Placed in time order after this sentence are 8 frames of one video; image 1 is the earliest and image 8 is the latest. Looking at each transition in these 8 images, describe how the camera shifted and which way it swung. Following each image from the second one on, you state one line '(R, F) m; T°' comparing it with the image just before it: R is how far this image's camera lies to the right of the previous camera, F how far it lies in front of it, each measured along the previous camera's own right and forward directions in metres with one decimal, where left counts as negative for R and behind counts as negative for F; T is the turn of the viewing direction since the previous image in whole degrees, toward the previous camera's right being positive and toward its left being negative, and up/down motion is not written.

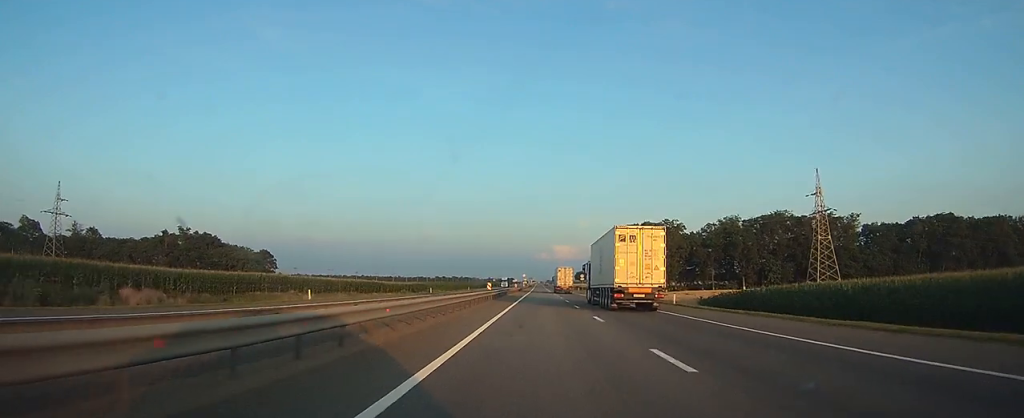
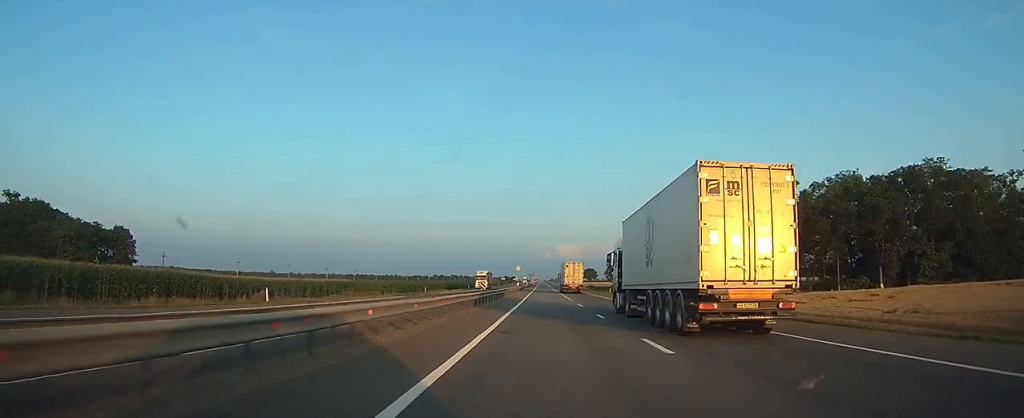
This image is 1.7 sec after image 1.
(+0.2, +59.0) m; 0°
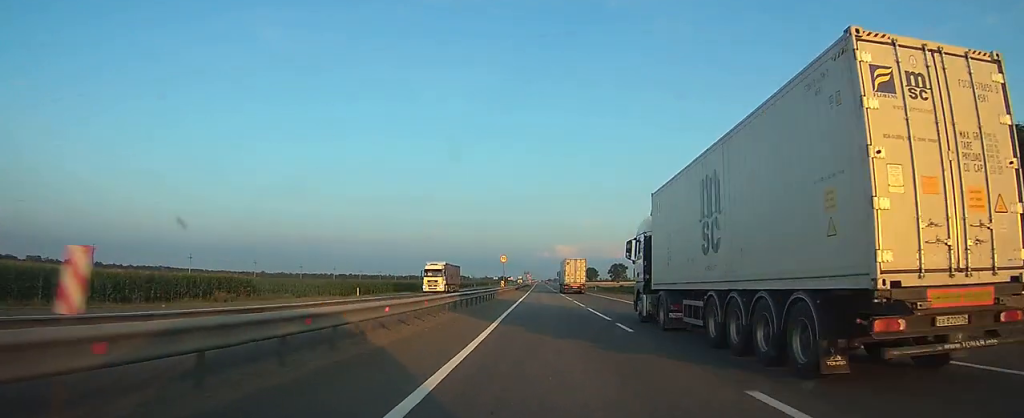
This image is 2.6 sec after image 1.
(0.0, +31.8) m; 0°
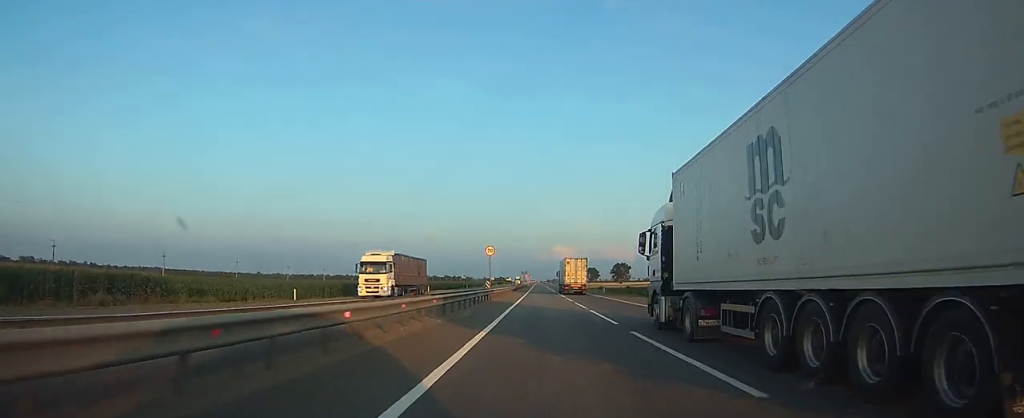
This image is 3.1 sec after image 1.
(0.0, +14.6) m; 0°
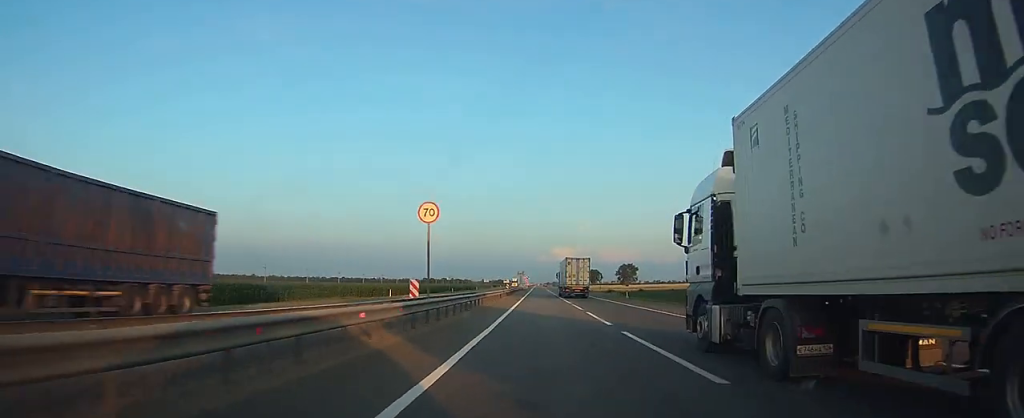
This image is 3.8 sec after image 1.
(0.0, +23.5) m; 0°
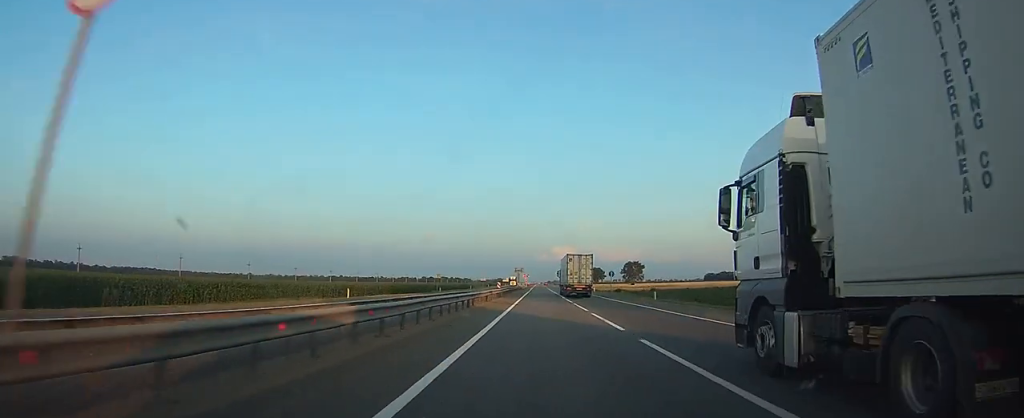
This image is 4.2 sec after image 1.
(0.0, +15.5) m; 0°
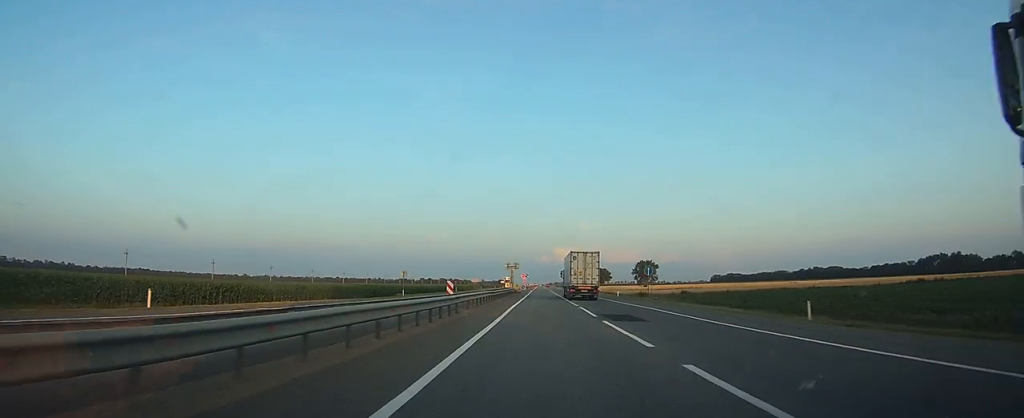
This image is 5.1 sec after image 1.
(0.0, +28.6) m; 0°
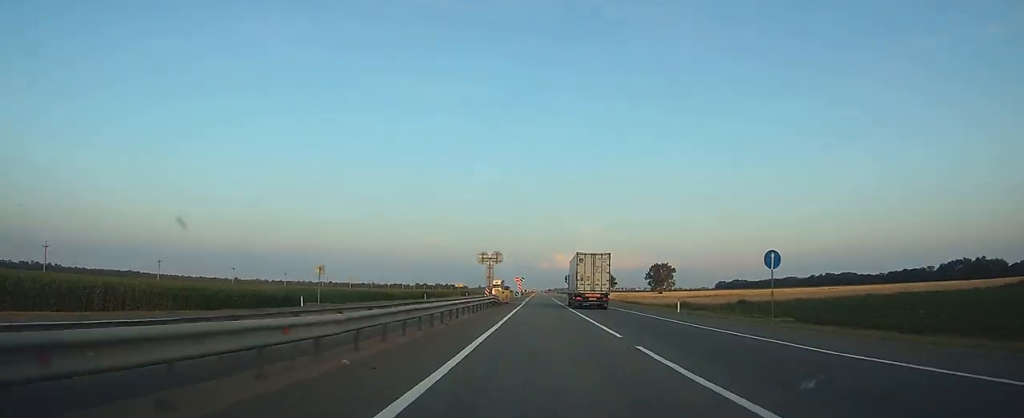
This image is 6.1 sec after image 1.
(-0.1, +31.6) m; 0°
